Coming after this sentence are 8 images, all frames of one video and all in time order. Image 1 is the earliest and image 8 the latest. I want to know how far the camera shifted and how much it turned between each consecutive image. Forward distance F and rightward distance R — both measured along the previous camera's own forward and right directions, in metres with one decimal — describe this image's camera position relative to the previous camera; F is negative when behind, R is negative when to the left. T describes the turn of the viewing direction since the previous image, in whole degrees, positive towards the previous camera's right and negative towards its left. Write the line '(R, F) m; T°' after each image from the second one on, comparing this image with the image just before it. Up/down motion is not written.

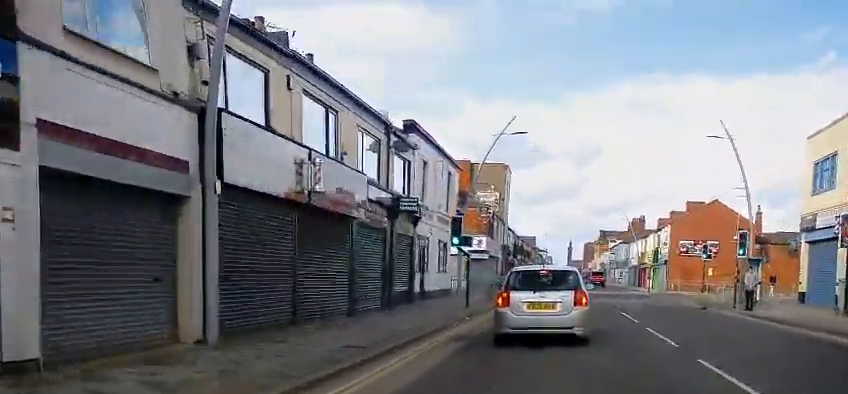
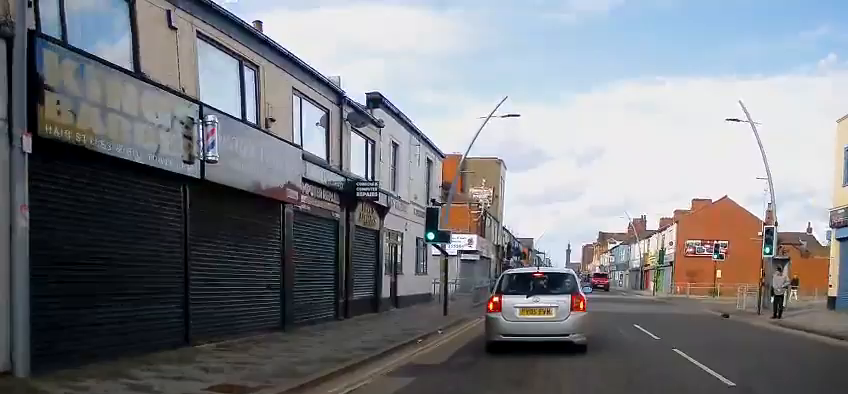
(0.0, +4.0) m; 0°
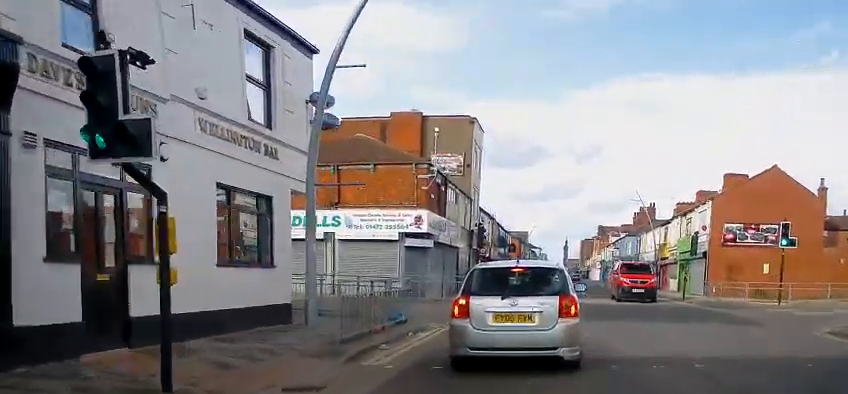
(+0.1, +13.0) m; +1°
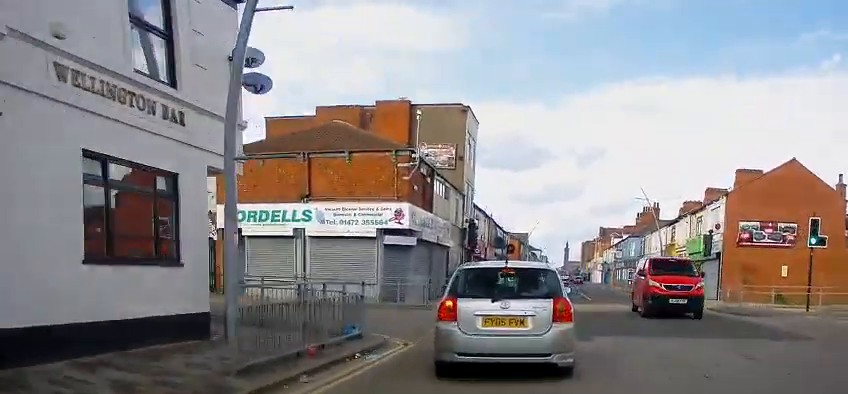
(0.0, +3.4) m; +1°
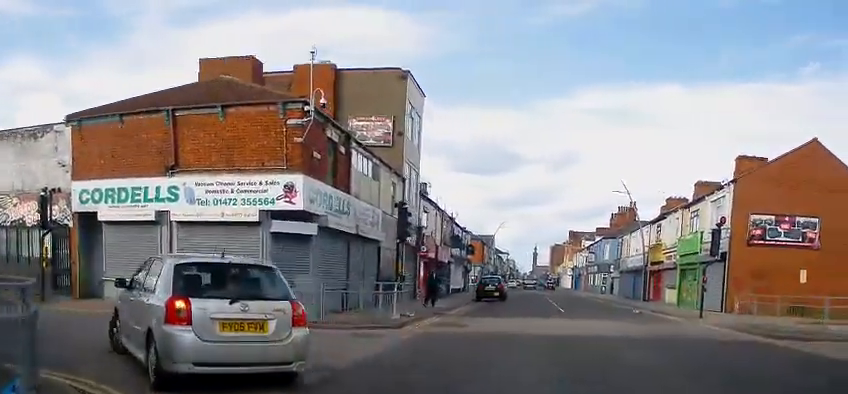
(+0.4, +7.8) m; +23°
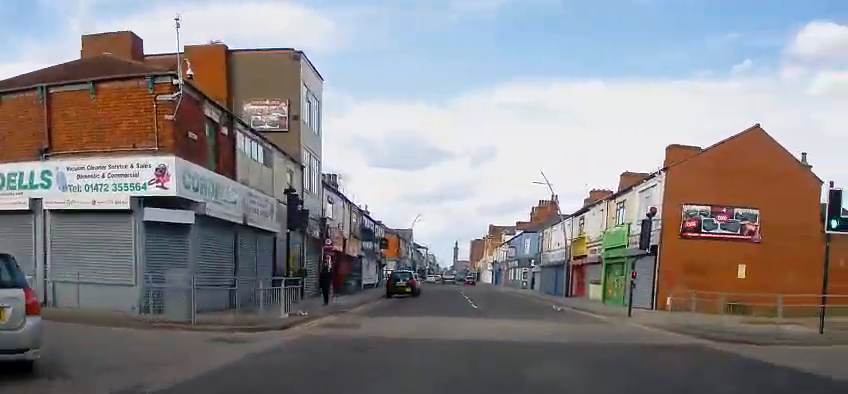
(+0.7, +2.2) m; +8°
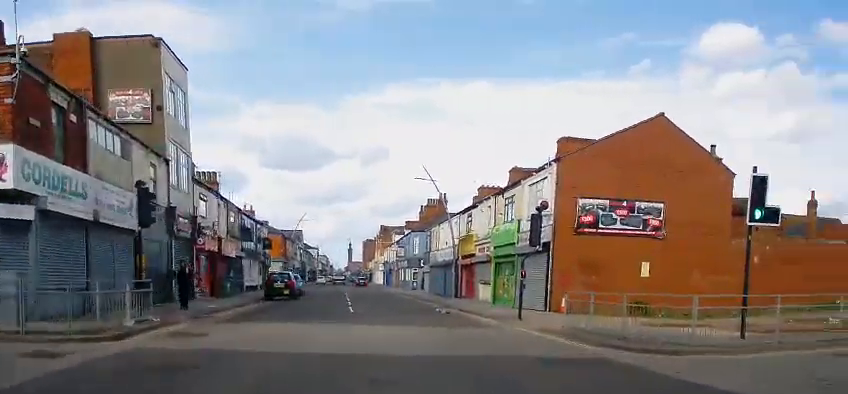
(+0.3, +2.1) m; +7°
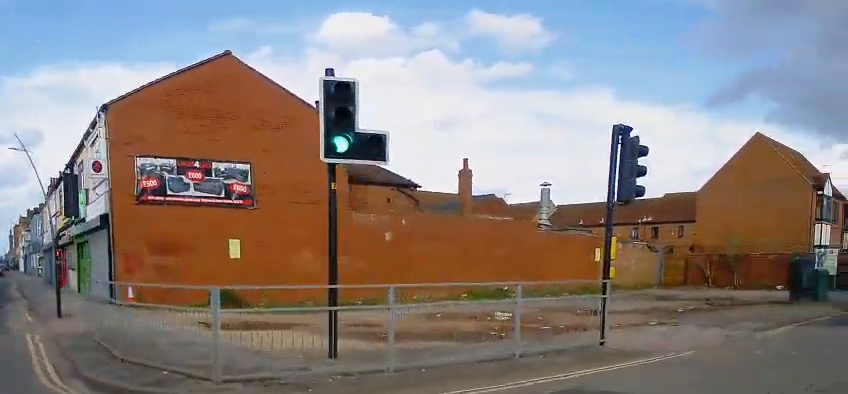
(+0.3, +5.7) m; +20°
